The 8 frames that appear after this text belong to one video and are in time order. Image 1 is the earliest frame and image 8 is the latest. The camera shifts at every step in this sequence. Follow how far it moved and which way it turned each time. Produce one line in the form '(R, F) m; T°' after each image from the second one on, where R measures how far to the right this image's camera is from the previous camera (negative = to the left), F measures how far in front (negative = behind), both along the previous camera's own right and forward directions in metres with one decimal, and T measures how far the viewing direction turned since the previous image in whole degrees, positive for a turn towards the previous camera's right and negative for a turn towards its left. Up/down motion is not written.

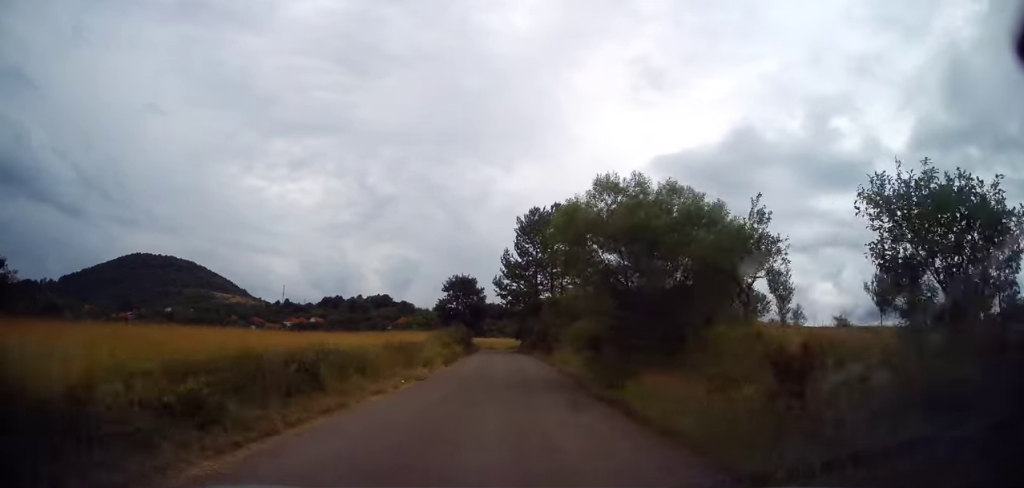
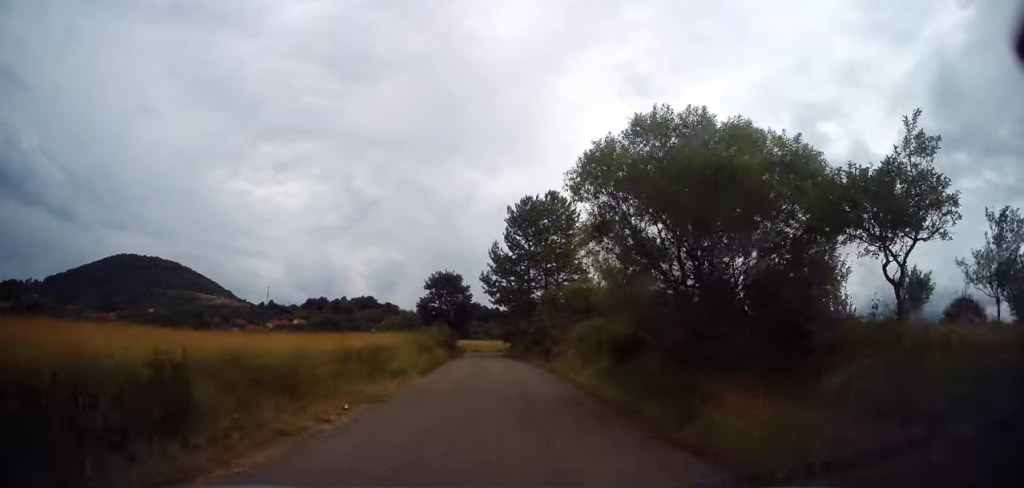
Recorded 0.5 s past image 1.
(+0.1, +4.3) m; +1°
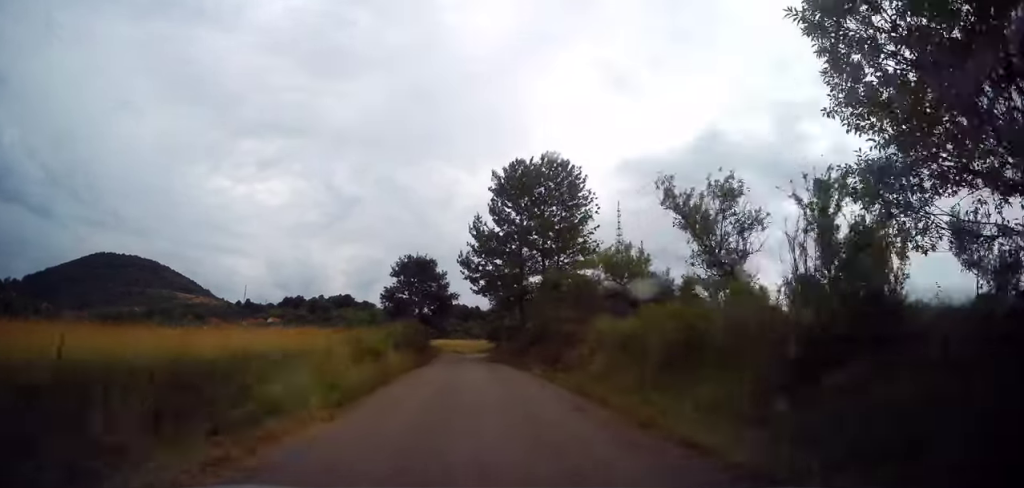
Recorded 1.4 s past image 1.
(+0.1, +8.5) m; +2°
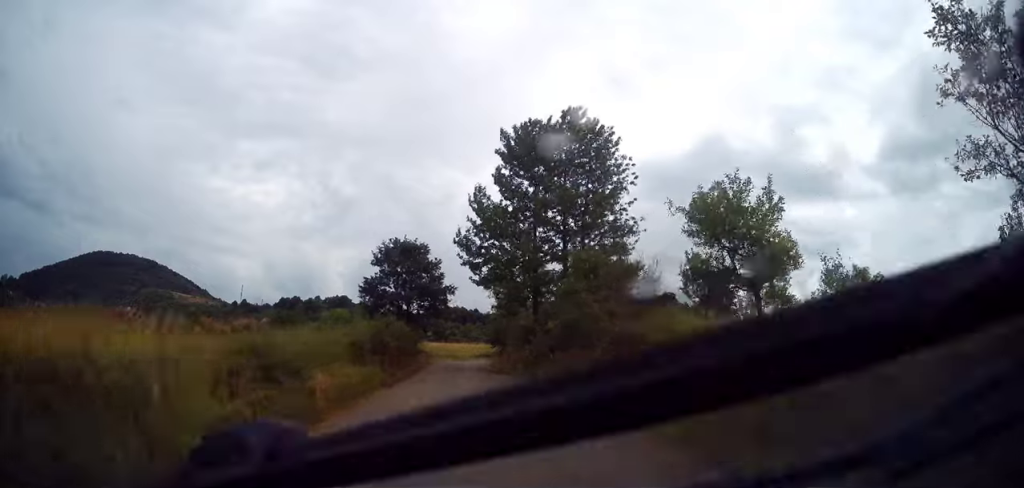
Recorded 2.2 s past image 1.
(+0.1, +7.5) m; +1°
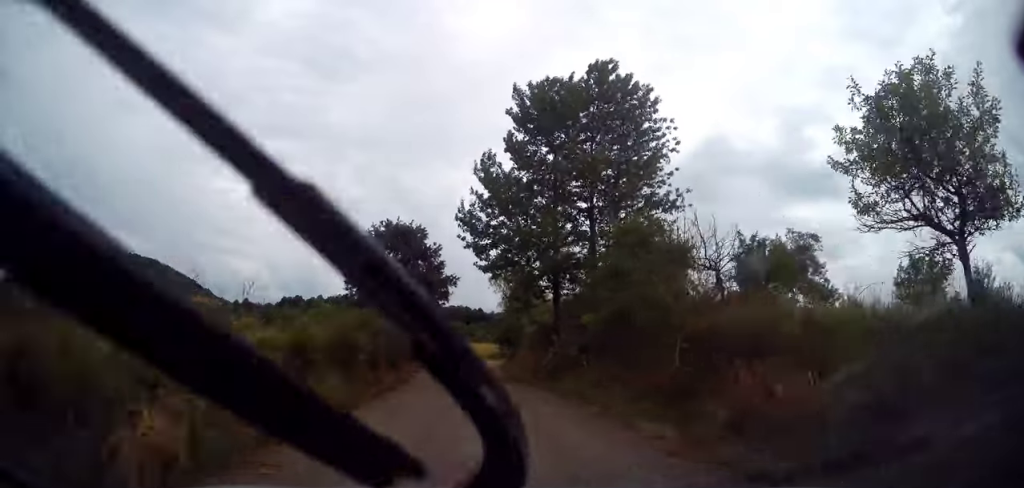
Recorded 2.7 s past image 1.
(+0.2, +4.7) m; 0°
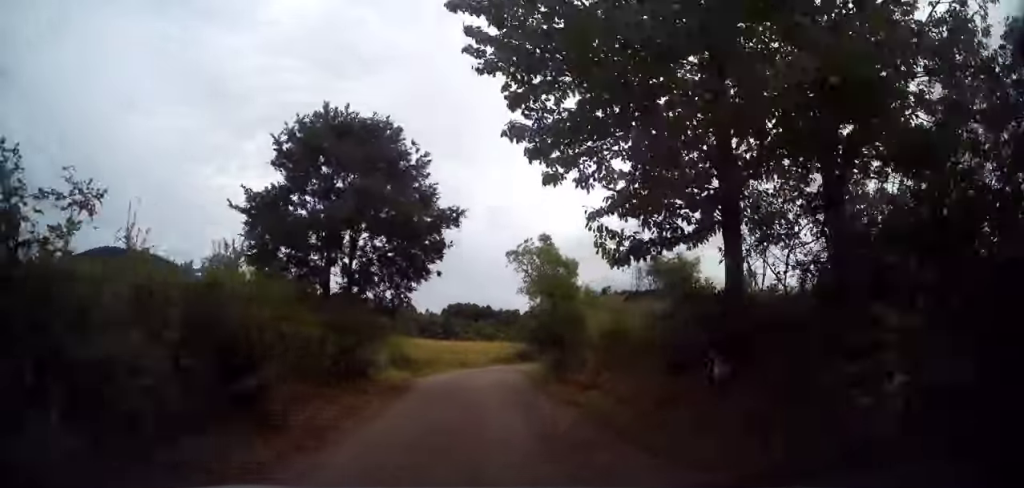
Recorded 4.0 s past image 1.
(-0.3, +12.8) m; 0°
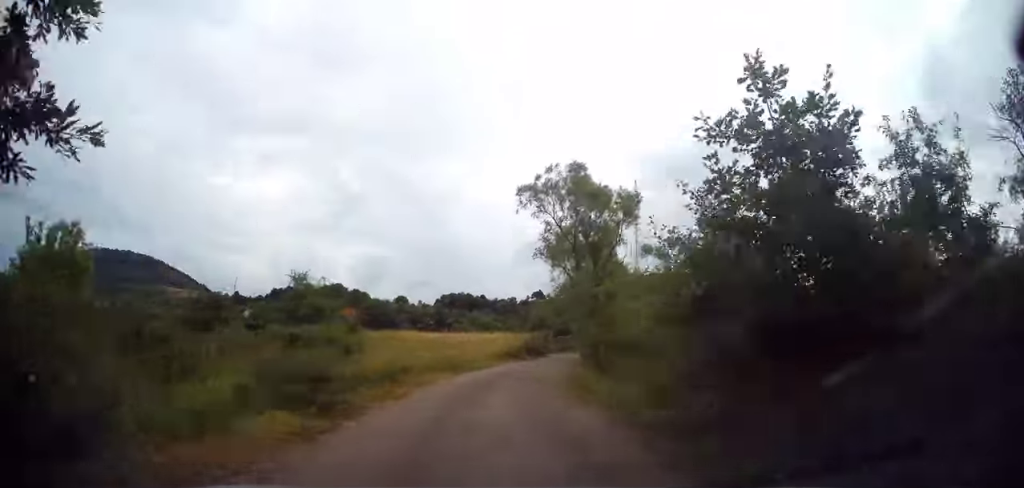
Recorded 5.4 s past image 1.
(+0.1, +12.9) m; +1°
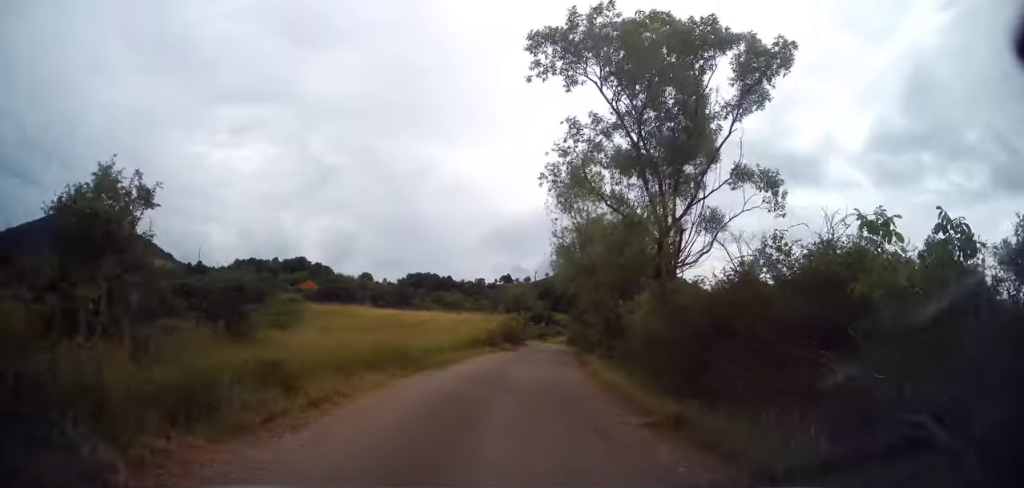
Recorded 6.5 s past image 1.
(+0.3, +10.6) m; +4°
